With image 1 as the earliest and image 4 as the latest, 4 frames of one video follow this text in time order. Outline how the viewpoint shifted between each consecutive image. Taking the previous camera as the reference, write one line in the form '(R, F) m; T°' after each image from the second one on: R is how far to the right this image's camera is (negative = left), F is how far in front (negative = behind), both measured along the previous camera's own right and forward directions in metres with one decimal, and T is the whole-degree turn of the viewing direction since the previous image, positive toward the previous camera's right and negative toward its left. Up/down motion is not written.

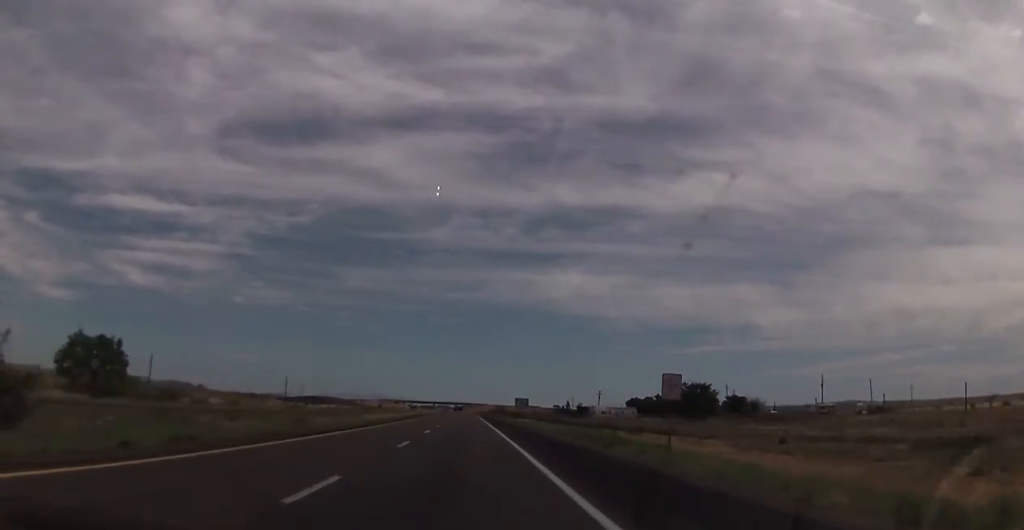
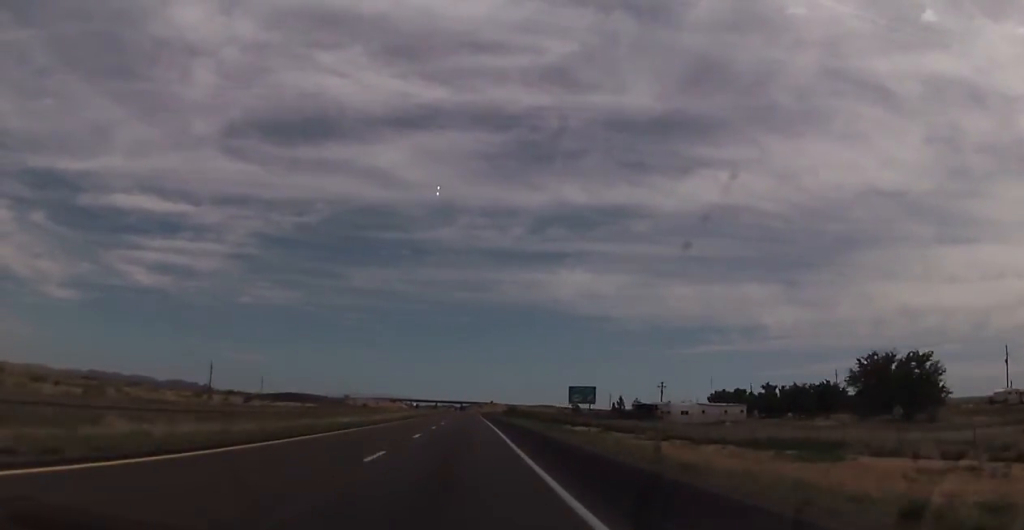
(-0.9, +79.6) m; -1°
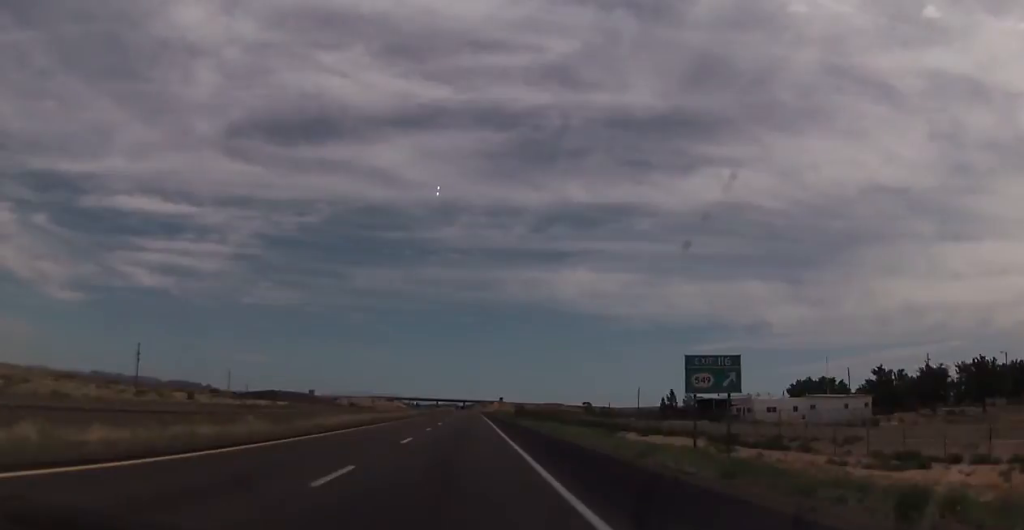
(0.0, +41.6) m; 0°
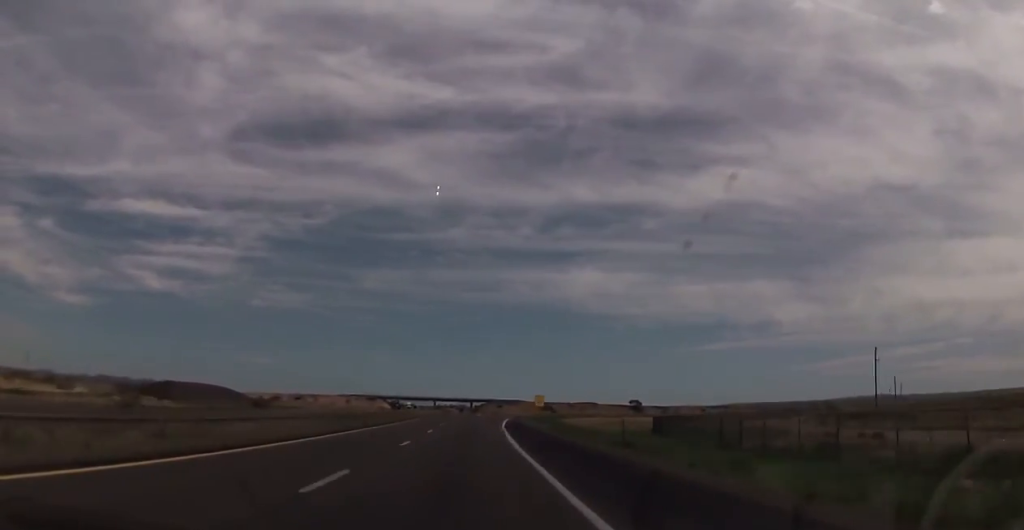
(-1.5, +136.5) m; -1°
